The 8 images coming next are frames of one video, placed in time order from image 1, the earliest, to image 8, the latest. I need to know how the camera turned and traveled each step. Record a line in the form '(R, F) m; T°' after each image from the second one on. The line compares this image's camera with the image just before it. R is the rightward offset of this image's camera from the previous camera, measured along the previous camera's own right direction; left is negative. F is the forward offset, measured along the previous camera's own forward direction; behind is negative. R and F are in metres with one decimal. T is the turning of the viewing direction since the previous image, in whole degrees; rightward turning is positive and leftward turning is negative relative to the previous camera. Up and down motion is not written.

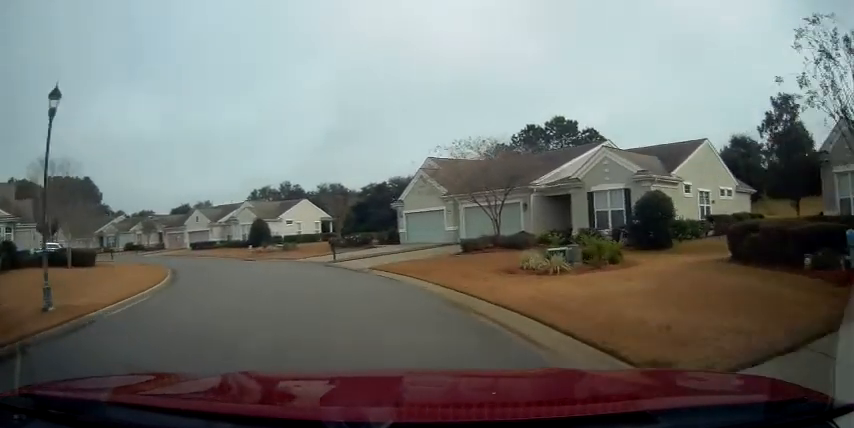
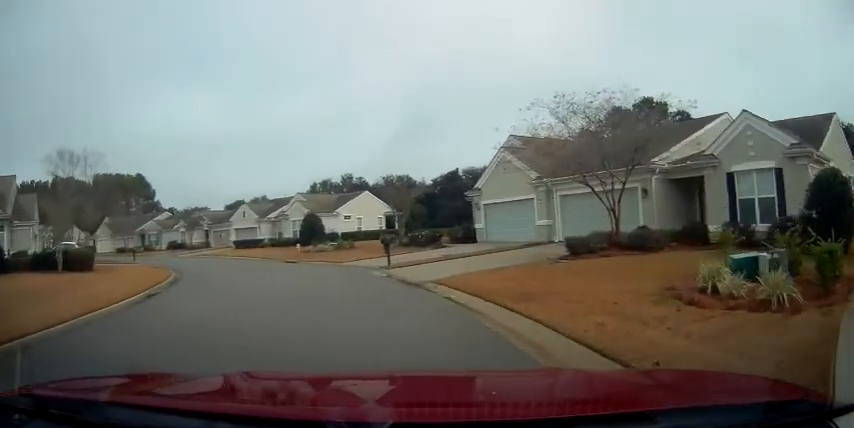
(0.0, +6.7) m; -6°
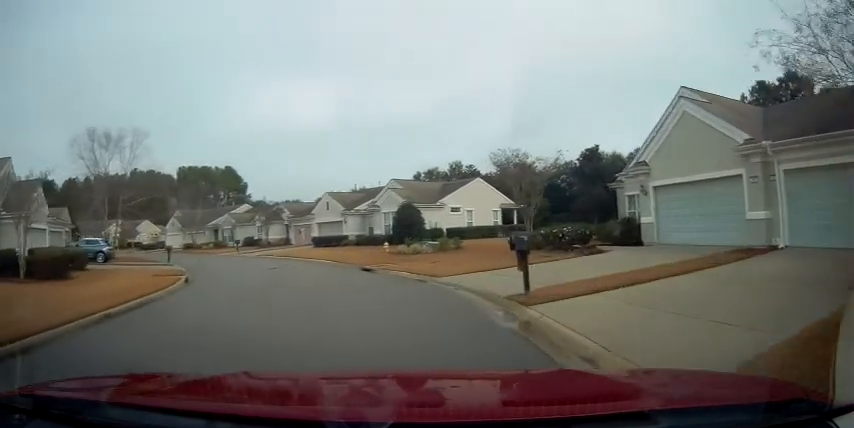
(-1.3, +9.5) m; -15°
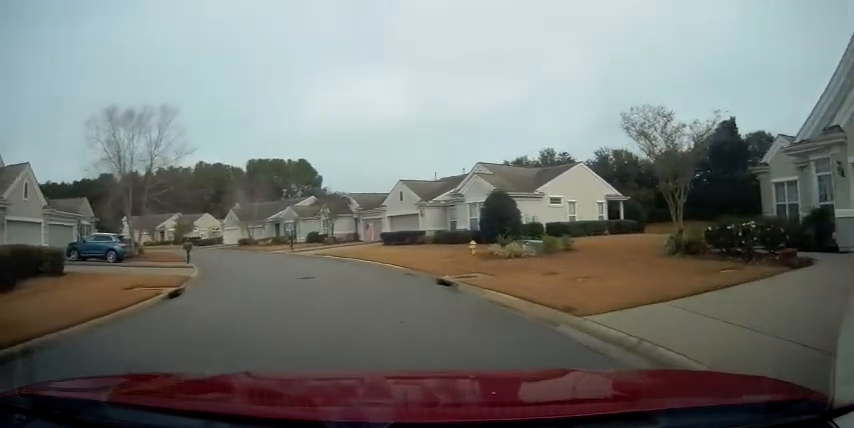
(-0.7, +7.2) m; -10°
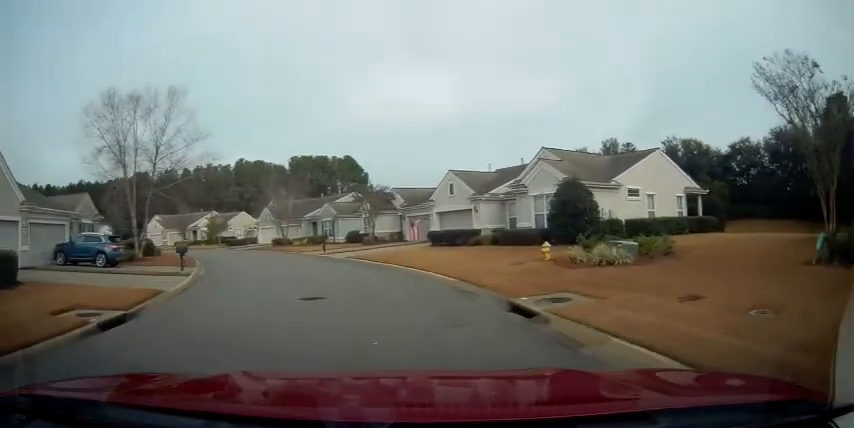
(-0.3, +5.3) m; -5°
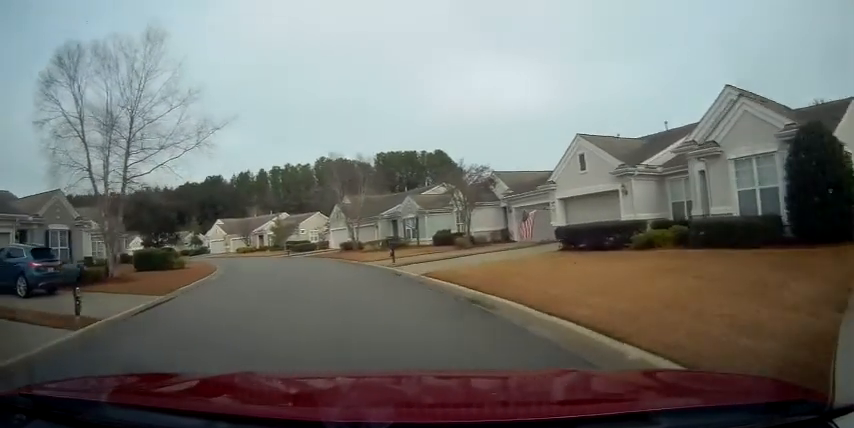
(-1.0, +11.2) m; -11°
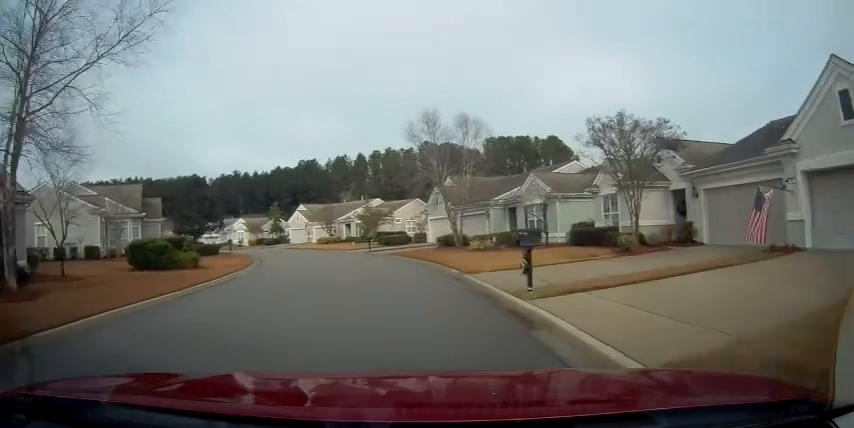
(-1.3, +11.9) m; -12°
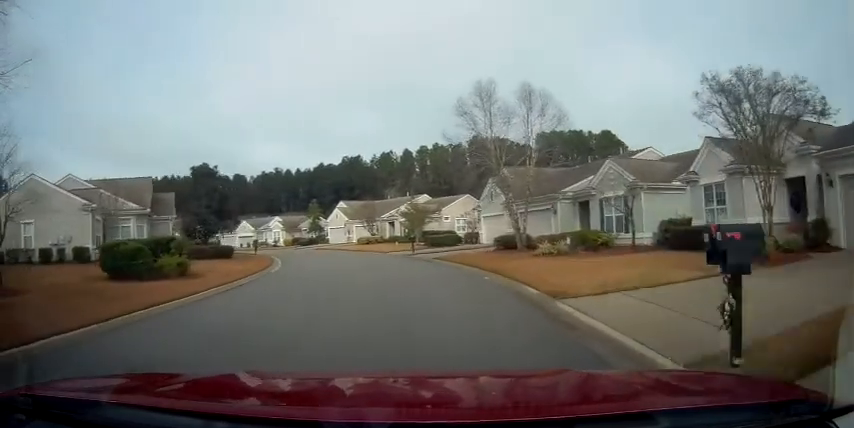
(-0.3, +6.0) m; -5°
